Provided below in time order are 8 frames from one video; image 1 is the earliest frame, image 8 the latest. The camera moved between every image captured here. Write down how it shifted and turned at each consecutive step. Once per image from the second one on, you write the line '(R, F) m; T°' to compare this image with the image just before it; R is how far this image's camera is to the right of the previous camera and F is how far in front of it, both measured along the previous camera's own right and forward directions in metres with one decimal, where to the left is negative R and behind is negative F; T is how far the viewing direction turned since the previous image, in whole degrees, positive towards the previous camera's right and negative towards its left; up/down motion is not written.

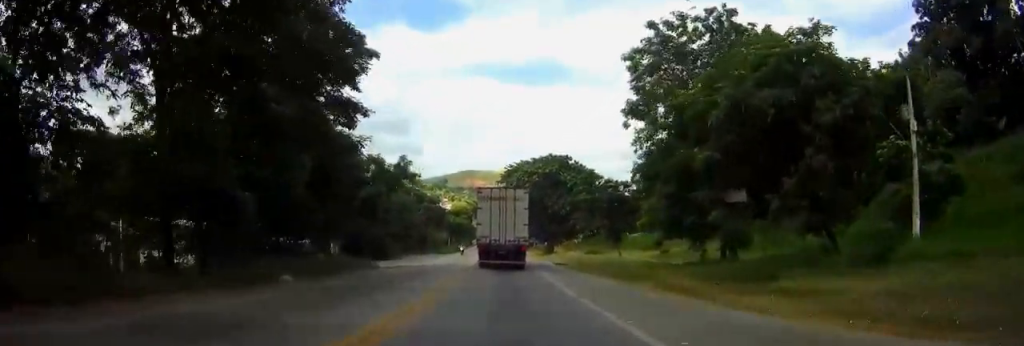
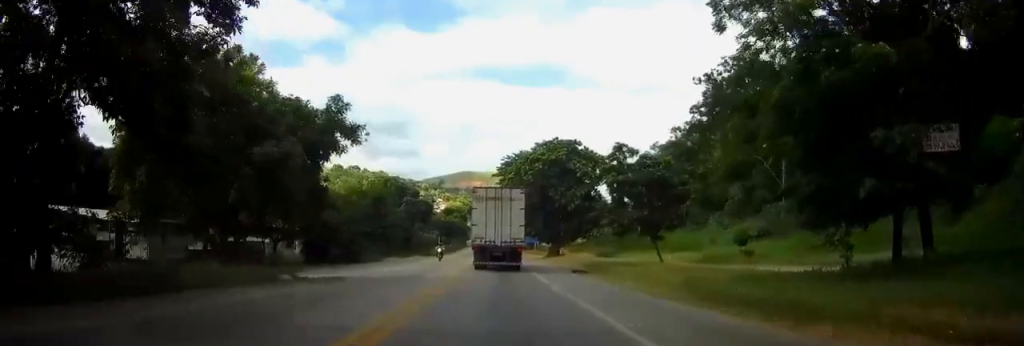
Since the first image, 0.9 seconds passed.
(0.0, +14.9) m; 0°
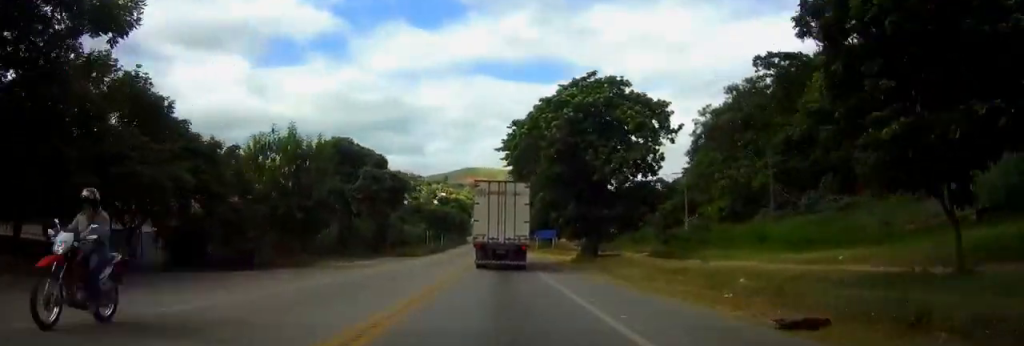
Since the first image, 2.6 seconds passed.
(-0.1, +27.7) m; 0°
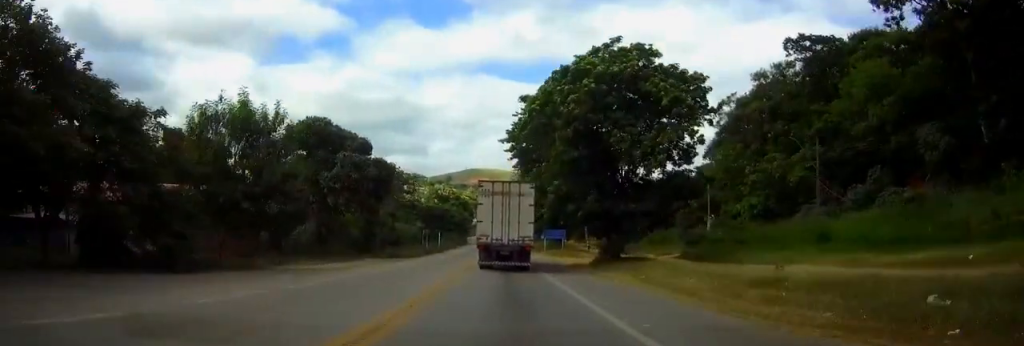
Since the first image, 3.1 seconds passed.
(0.0, +9.2) m; 0°
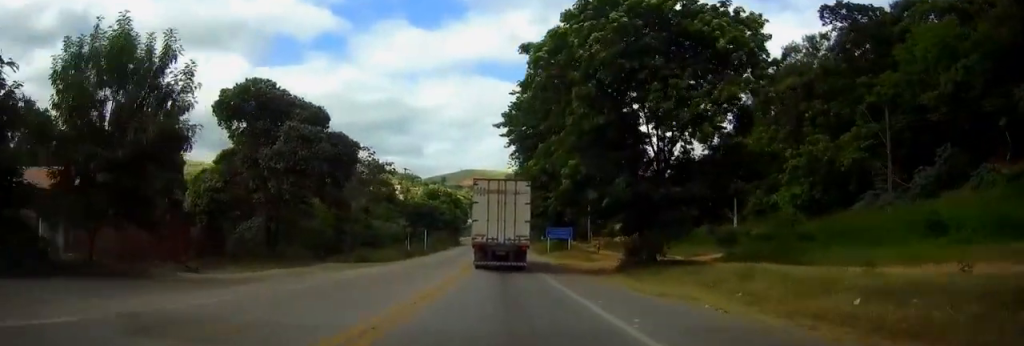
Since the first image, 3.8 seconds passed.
(0.0, +10.7) m; 0°
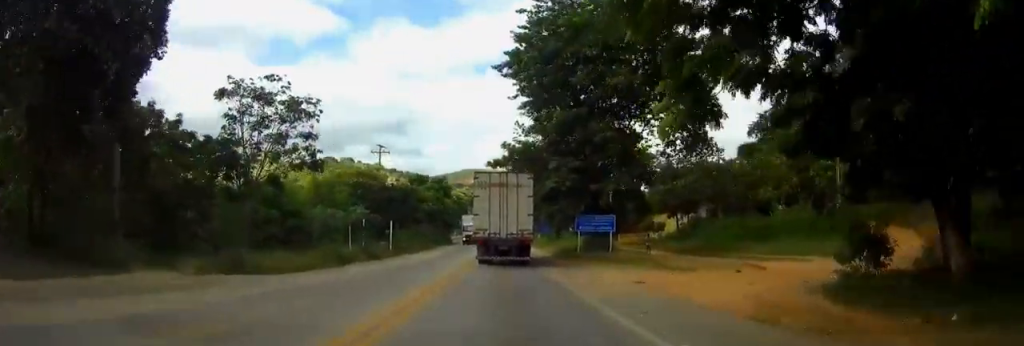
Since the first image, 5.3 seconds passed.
(0.0, +23.6) m; 0°
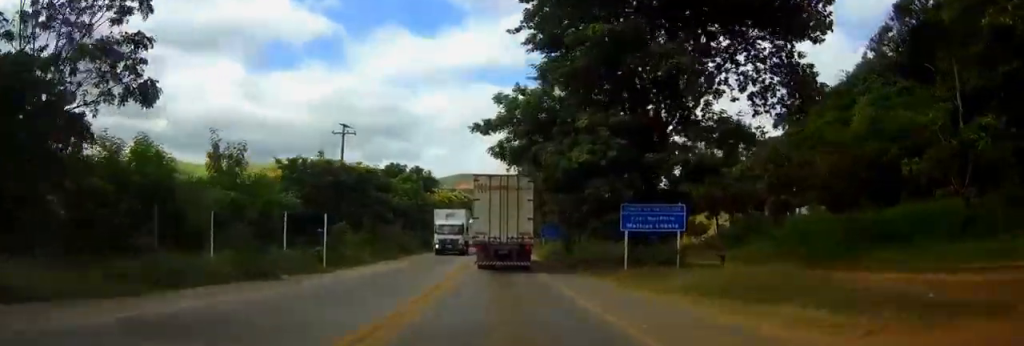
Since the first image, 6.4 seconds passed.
(0.0, +18.0) m; 0°
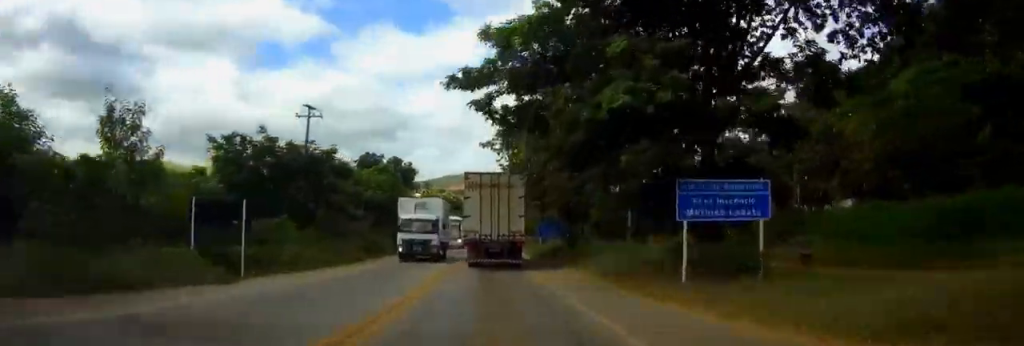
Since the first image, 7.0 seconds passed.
(0.0, +8.9) m; 0°
